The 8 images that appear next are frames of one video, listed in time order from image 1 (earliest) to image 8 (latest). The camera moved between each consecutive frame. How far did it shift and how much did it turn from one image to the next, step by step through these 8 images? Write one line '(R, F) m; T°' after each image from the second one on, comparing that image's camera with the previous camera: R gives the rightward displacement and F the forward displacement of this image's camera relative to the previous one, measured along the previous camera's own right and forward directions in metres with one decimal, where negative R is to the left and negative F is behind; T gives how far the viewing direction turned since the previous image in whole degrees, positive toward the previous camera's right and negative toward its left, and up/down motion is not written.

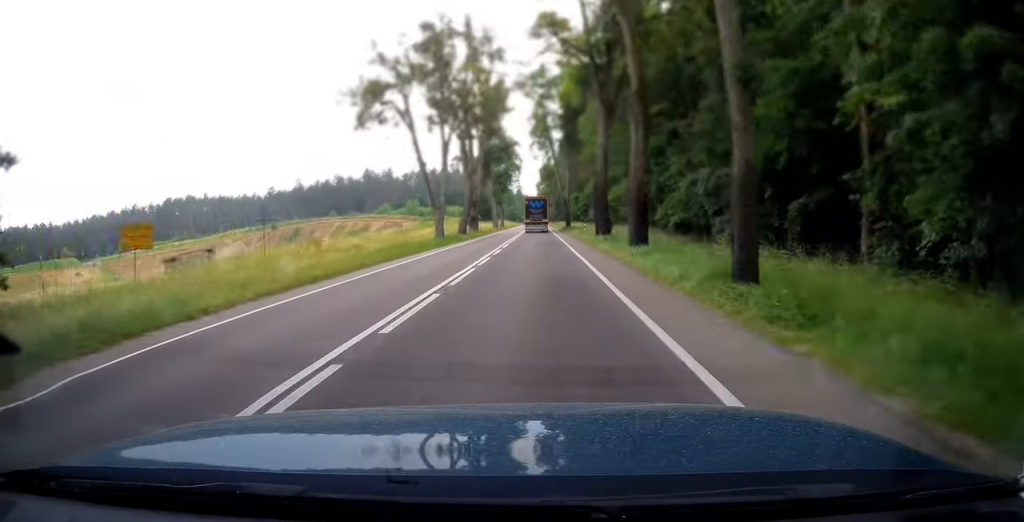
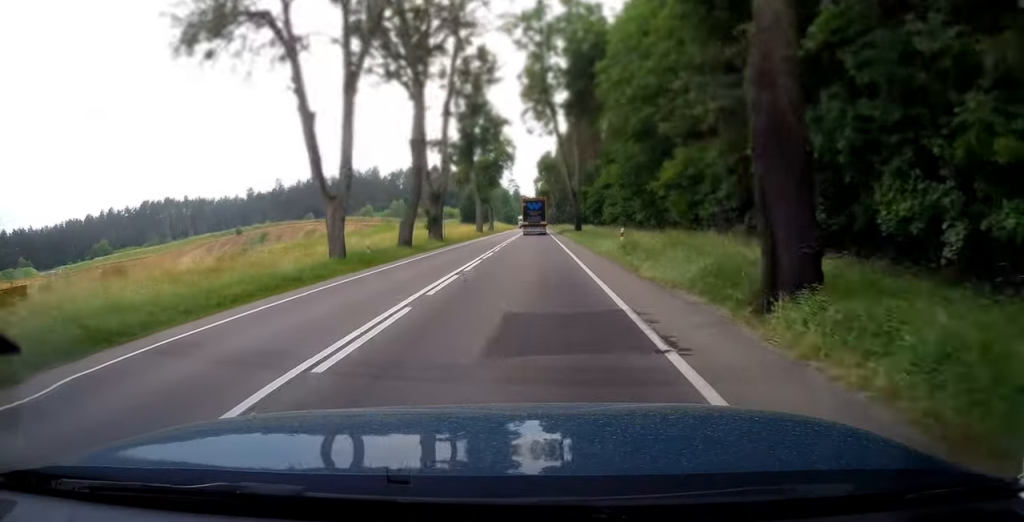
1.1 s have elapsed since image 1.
(-0.1, +25.2) m; 0°
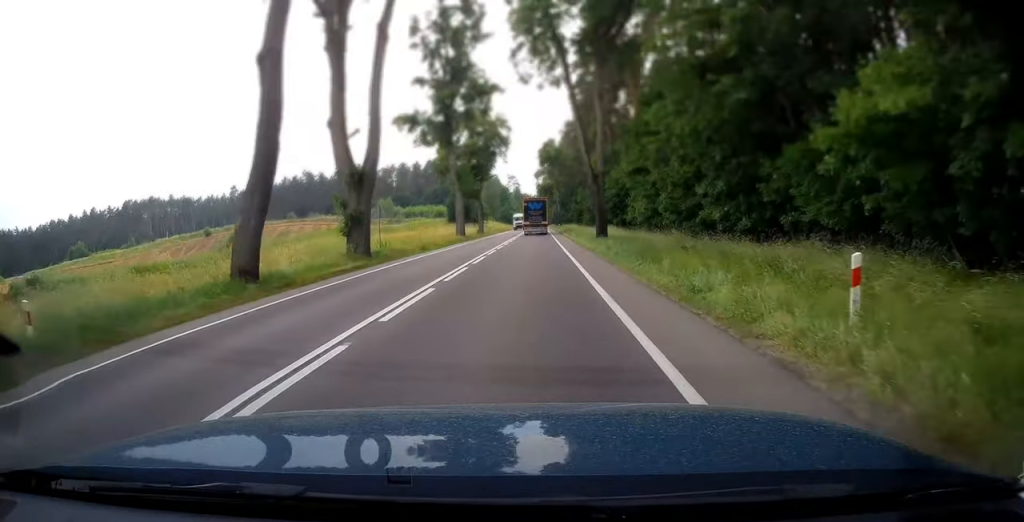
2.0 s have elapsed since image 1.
(-0.1, +20.9) m; 0°
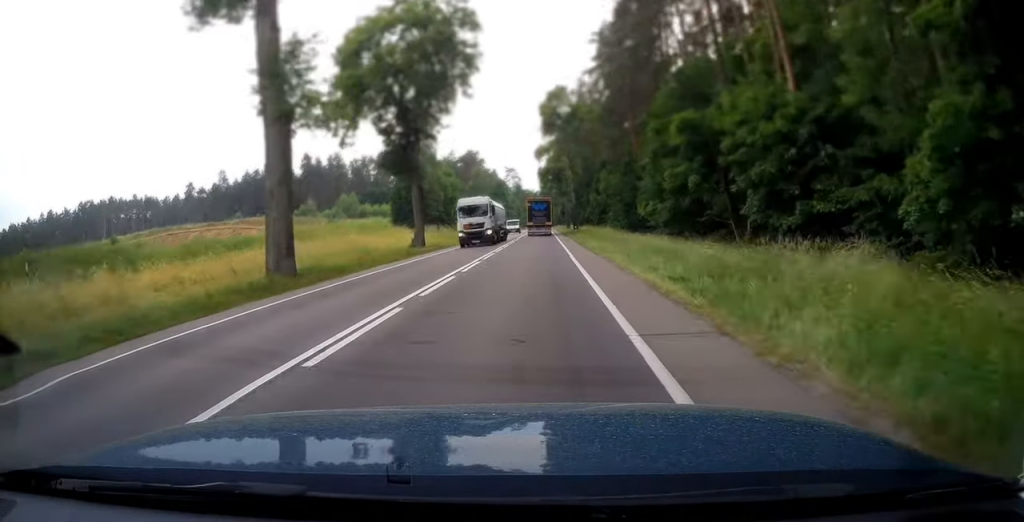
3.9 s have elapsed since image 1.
(0.0, +44.7) m; 0°
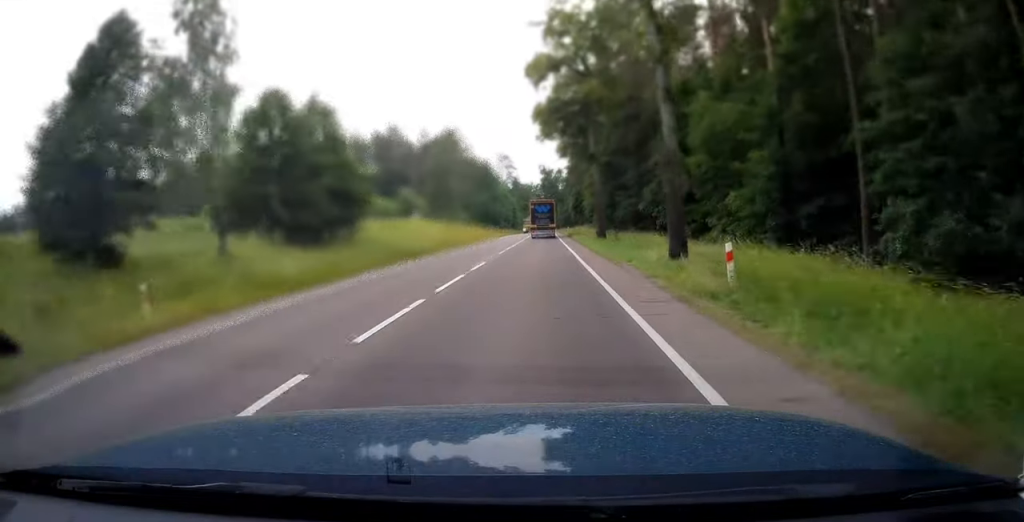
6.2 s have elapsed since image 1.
(-0.2, +54.8) m; -1°
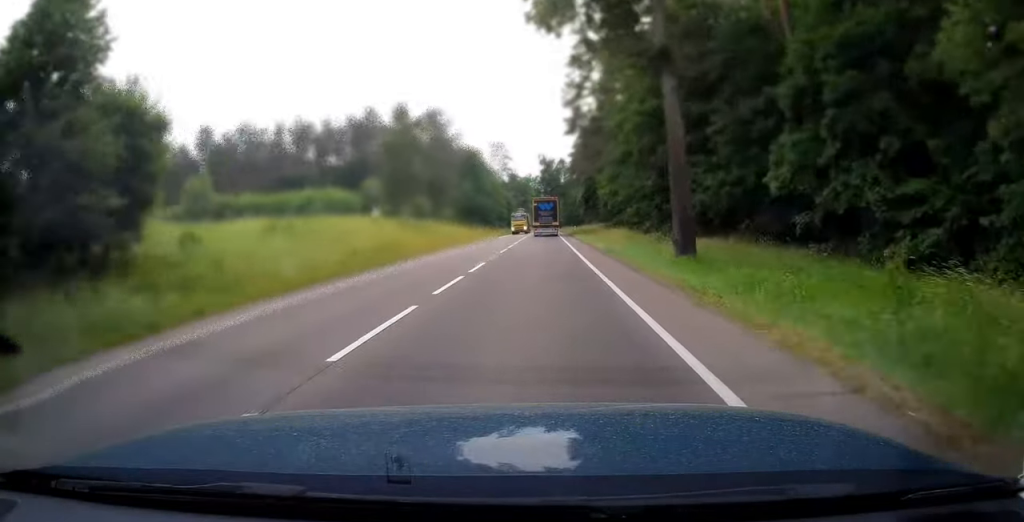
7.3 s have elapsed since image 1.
(-0.1, +25.5) m; 0°
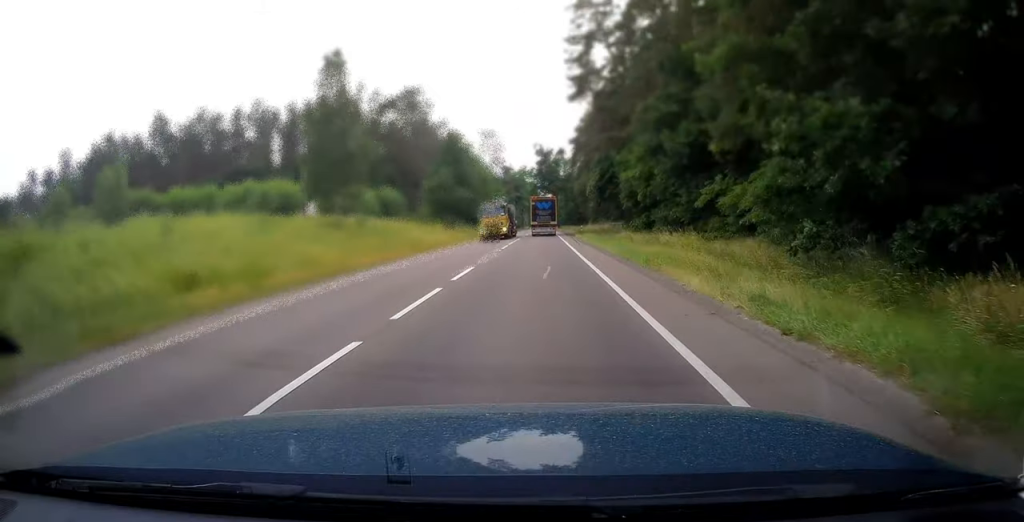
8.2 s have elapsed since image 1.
(-0.1, +21.6) m; 0°
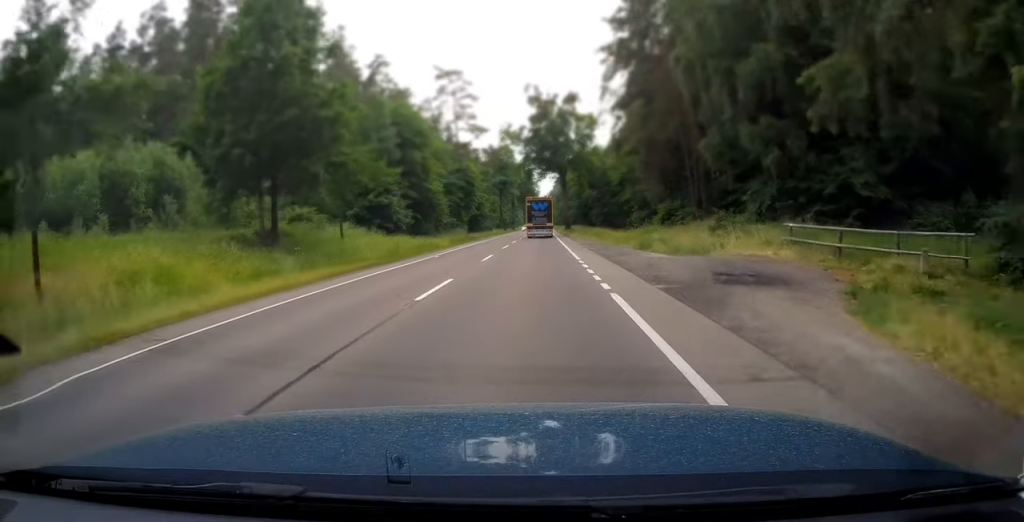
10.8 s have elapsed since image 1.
(+0.3, +63.6) m; 0°
